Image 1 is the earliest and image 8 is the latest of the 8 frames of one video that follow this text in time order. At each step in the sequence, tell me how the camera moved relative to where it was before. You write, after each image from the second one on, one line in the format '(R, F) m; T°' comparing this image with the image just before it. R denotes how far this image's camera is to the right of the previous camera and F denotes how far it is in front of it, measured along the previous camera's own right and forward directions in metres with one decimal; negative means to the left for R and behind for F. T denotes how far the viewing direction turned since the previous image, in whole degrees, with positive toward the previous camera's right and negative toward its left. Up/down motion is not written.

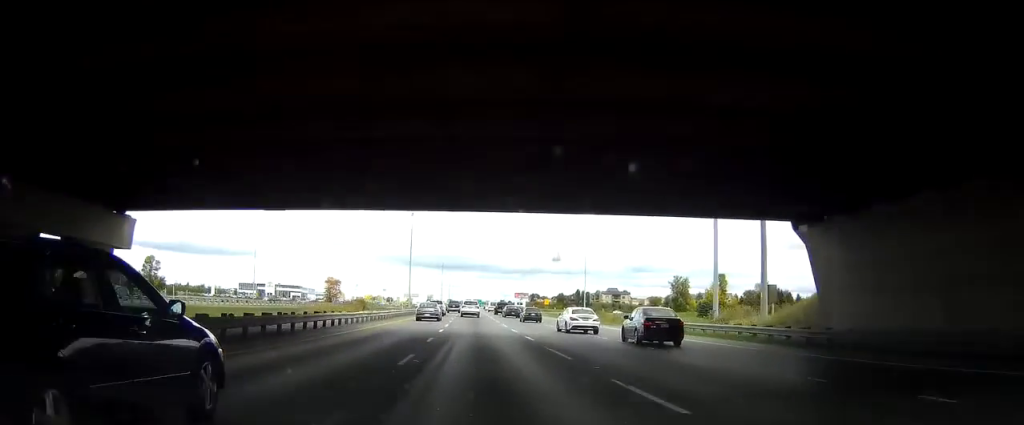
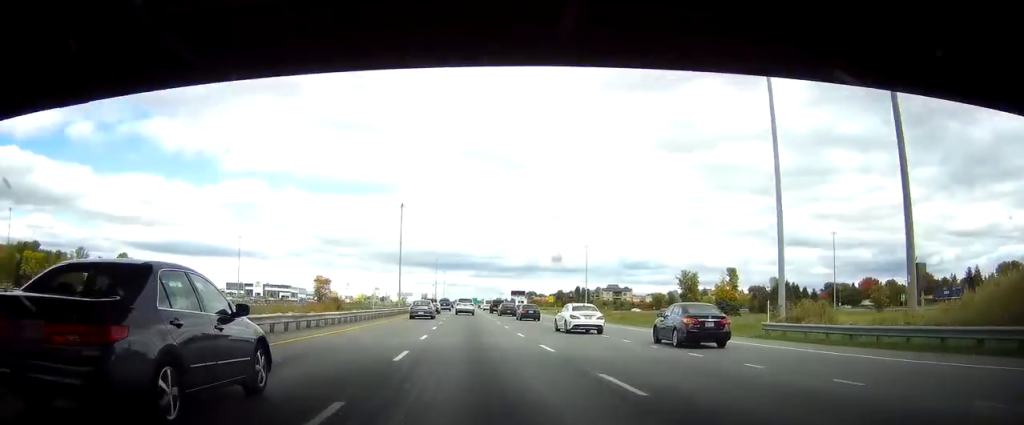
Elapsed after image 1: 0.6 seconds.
(-0.1, +17.4) m; 0°
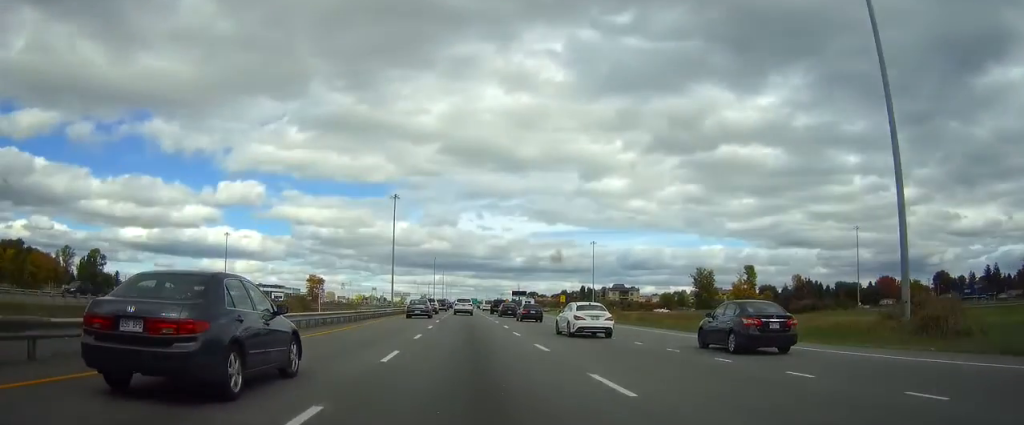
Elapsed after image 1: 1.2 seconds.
(+0.1, +18.3) m; 0°
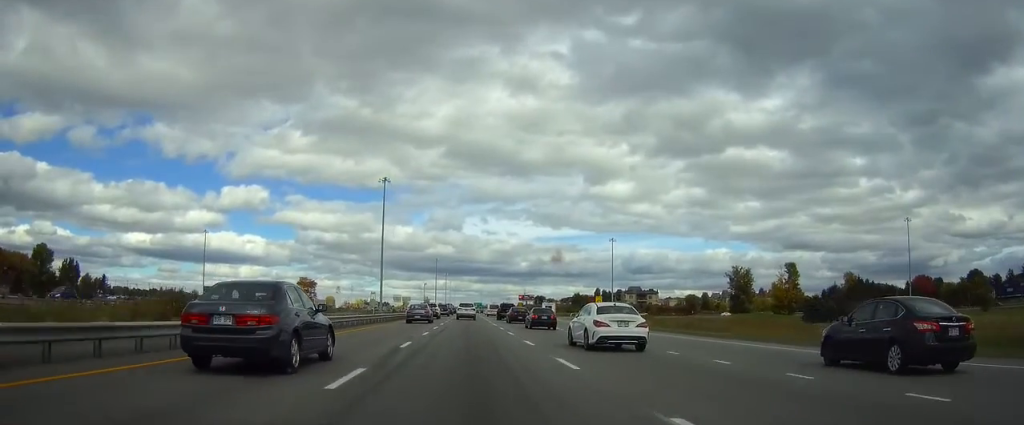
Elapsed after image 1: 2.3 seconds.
(+0.1, +31.6) m; 0°
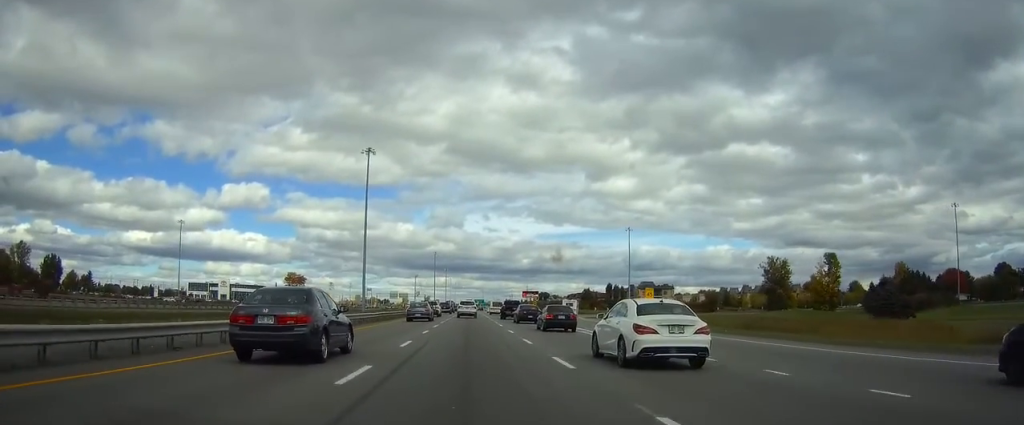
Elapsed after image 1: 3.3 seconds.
(-0.1, +26.6) m; 0°
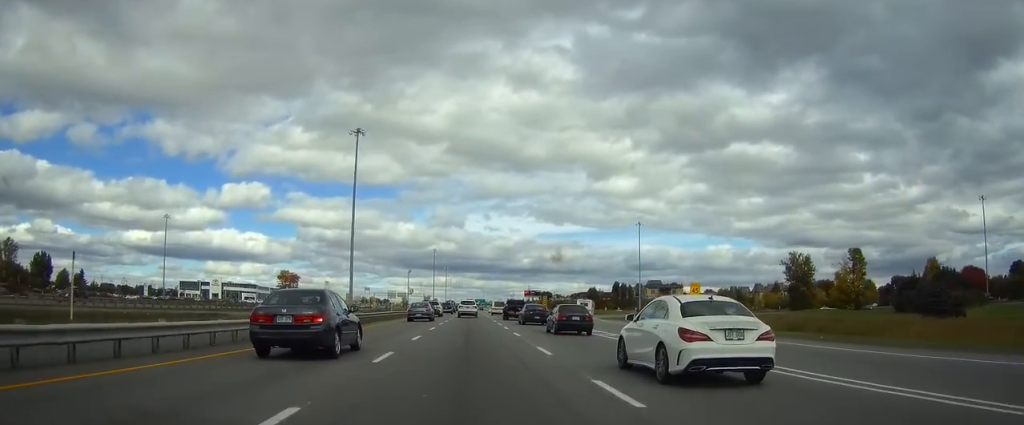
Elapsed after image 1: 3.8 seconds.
(0.0, +14.1) m; 0°
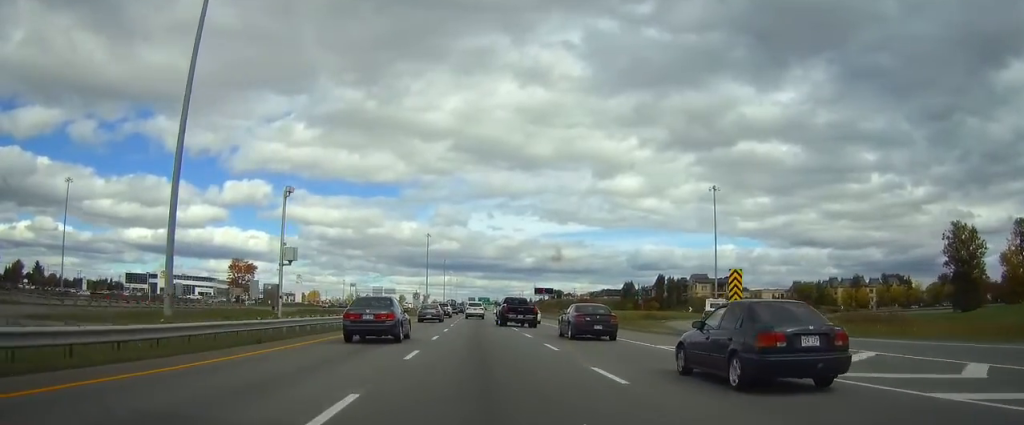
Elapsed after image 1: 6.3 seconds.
(0.0, +70.3) m; 0°
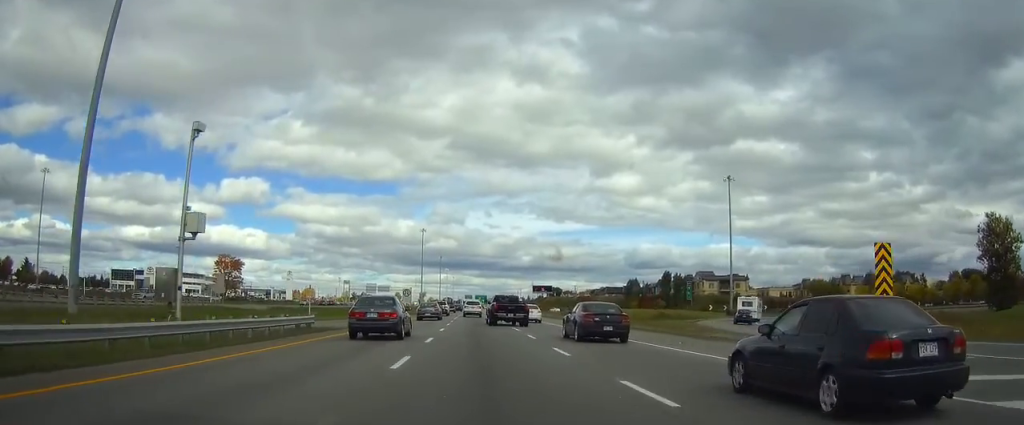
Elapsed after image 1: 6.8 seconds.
(-0.1, +11.6) m; 0°
